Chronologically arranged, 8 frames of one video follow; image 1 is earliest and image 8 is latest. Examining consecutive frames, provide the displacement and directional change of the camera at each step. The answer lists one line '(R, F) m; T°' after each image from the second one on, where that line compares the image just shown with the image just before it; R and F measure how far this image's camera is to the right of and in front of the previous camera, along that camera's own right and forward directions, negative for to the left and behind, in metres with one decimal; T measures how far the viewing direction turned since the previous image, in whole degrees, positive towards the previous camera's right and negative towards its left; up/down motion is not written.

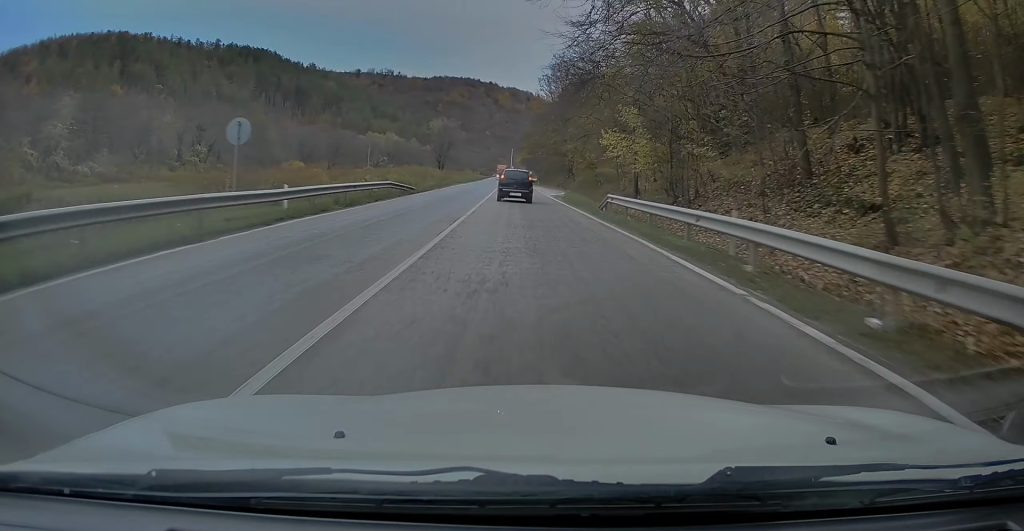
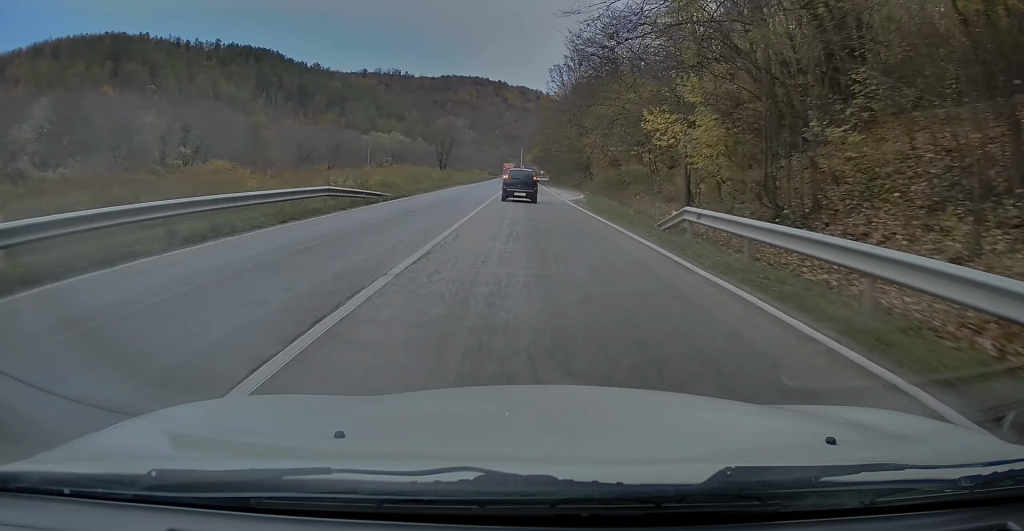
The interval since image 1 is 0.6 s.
(0.0, +11.7) m; 0°
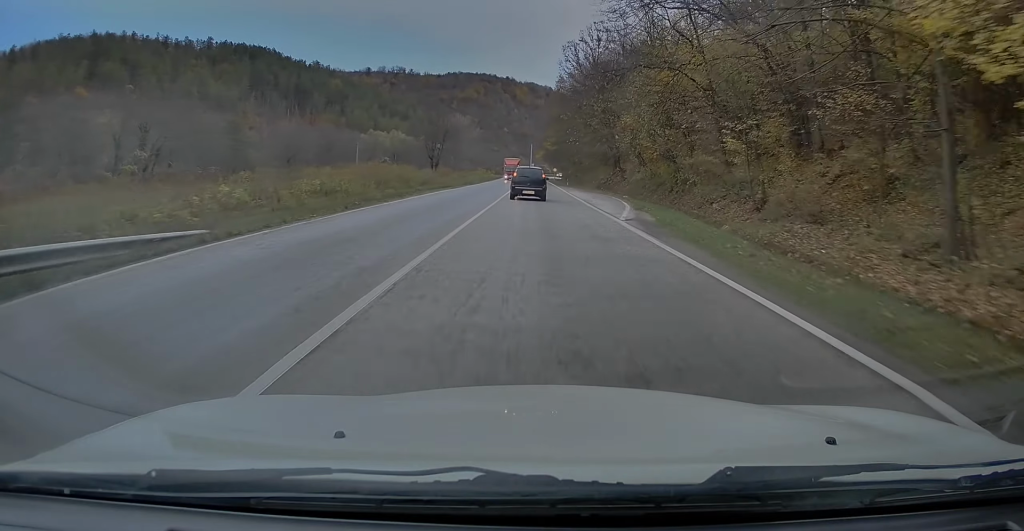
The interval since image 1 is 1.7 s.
(-0.2, +20.4) m; -1°
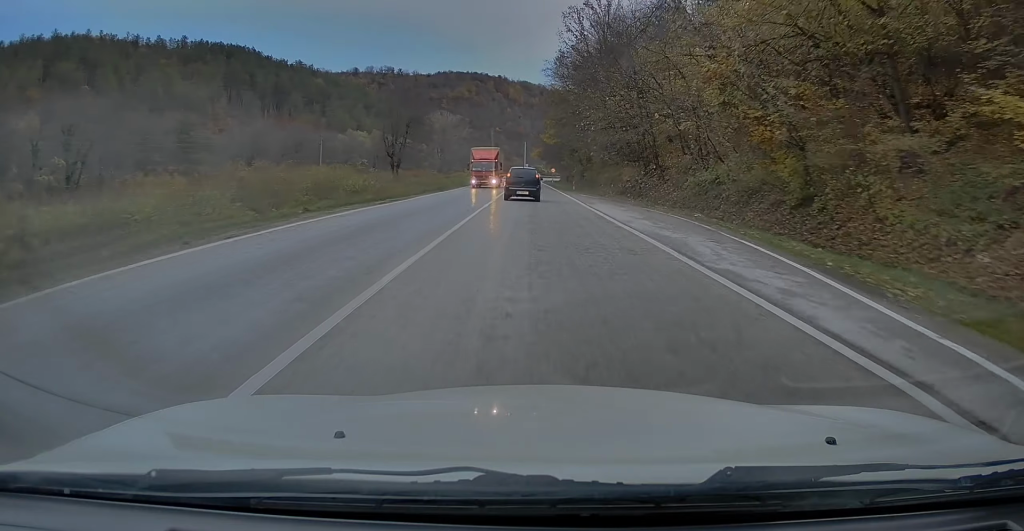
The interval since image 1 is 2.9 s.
(-0.1, +22.1) m; 0°
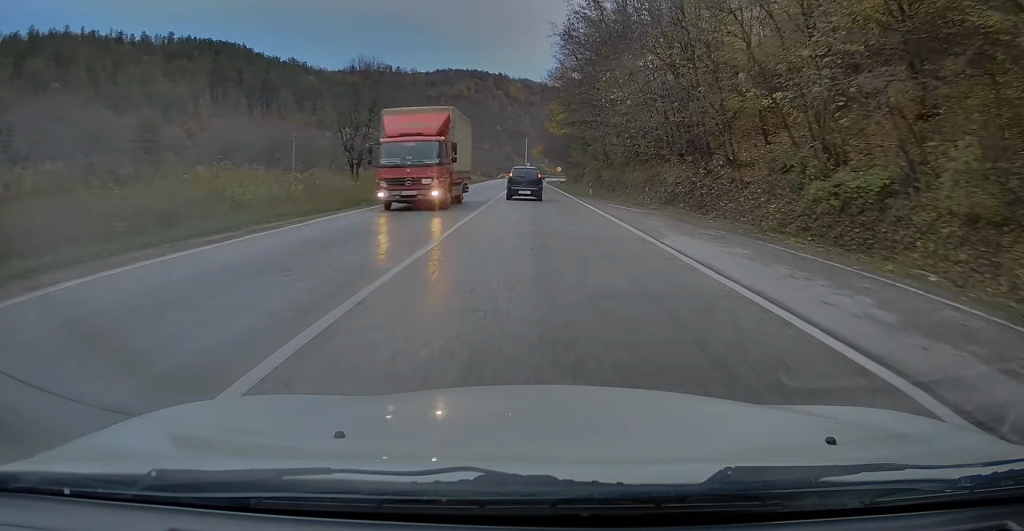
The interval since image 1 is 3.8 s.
(+0.1, +15.8) m; 0°
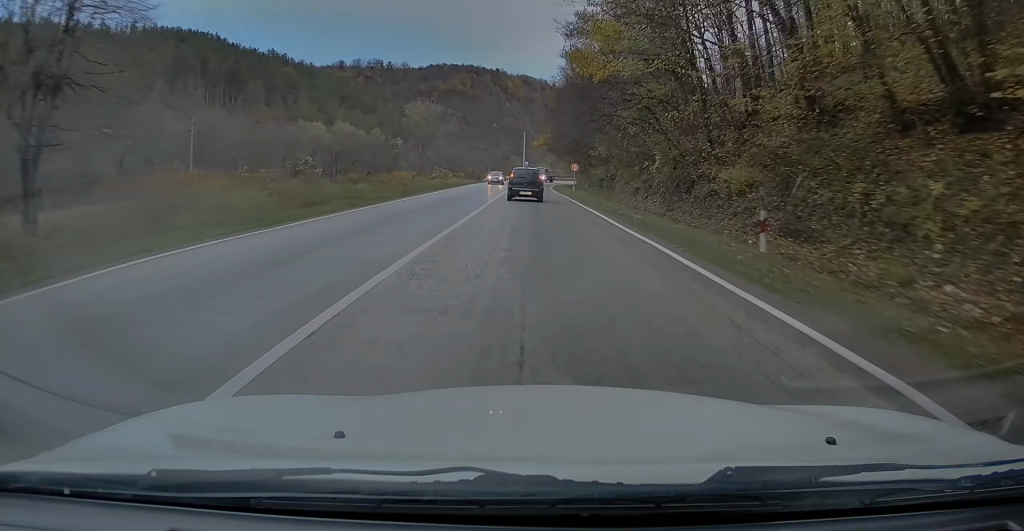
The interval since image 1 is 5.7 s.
(-0.4, +34.8) m; +1°
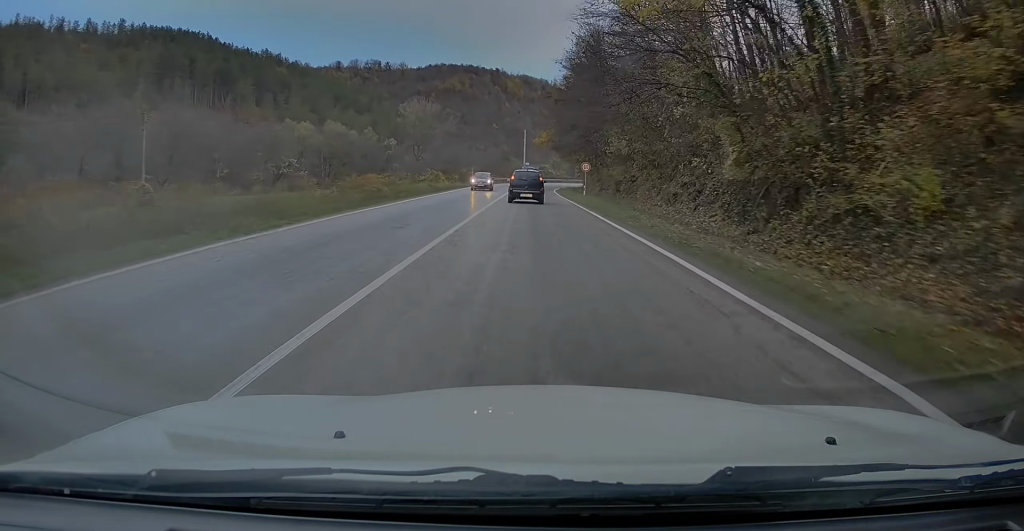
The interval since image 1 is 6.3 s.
(+0.3, +10.8) m; 0°
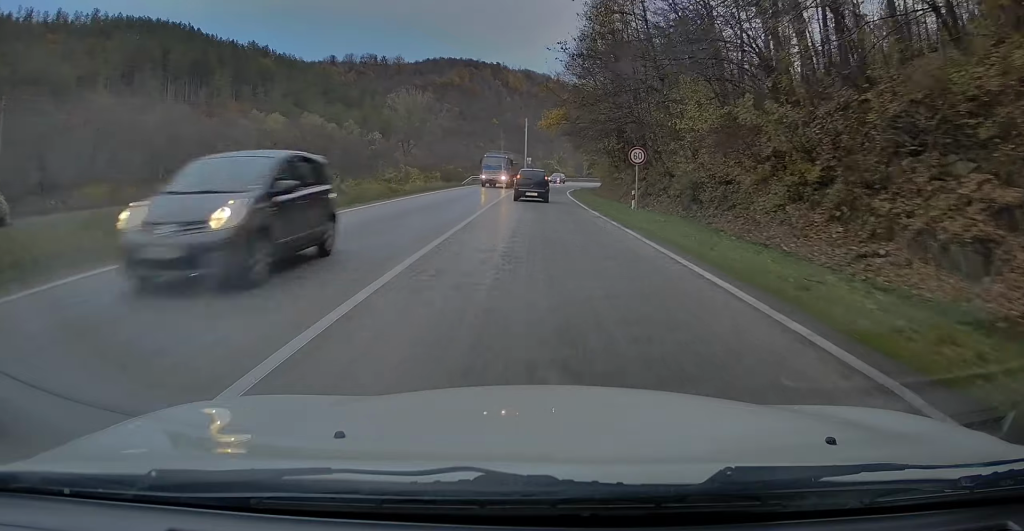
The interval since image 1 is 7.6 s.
(-0.3, +22.7) m; 0°
